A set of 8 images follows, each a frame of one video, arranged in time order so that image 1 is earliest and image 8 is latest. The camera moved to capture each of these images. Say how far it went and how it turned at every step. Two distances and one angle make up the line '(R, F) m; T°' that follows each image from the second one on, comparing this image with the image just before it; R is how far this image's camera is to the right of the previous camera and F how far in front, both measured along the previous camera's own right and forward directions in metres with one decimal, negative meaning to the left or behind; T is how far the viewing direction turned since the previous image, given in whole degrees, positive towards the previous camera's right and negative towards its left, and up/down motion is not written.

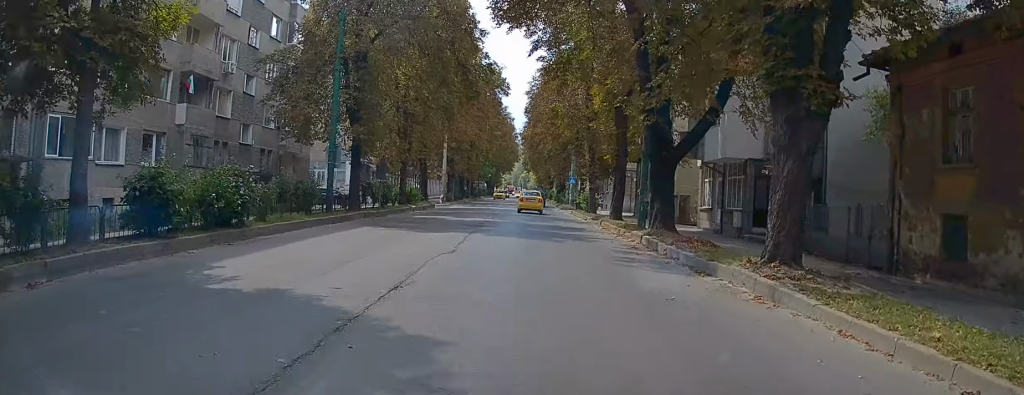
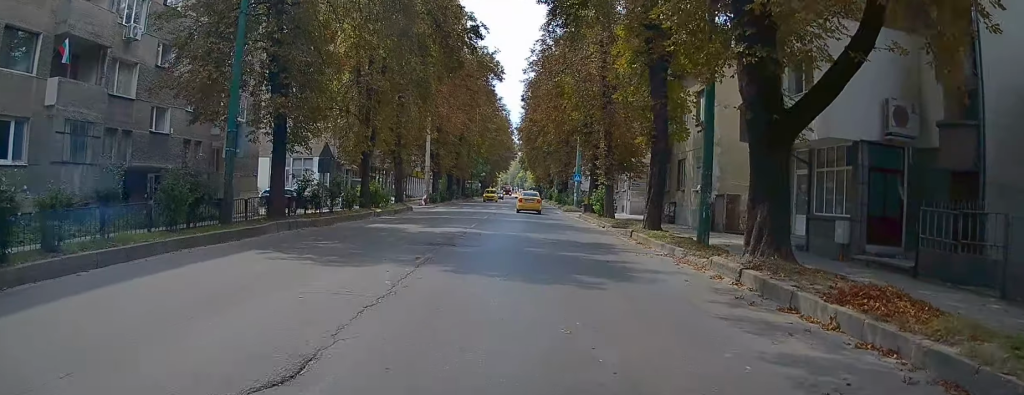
(+0.1, +9.1) m; 0°
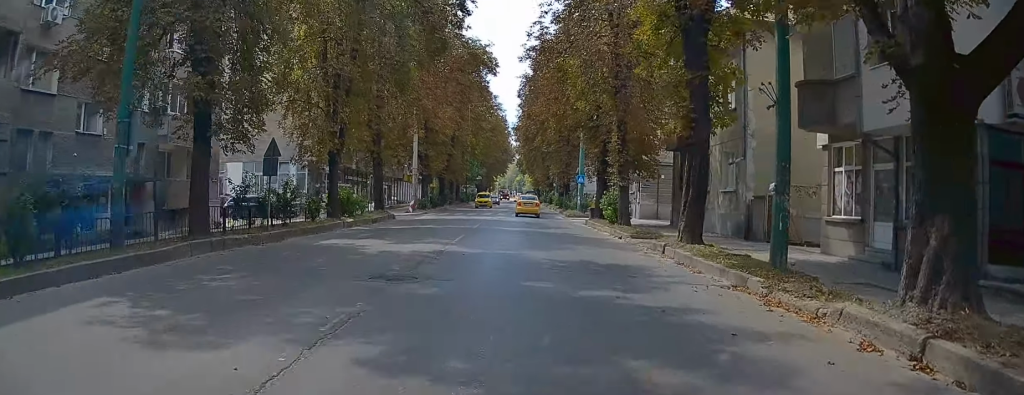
(-0.2, +5.1) m; -1°
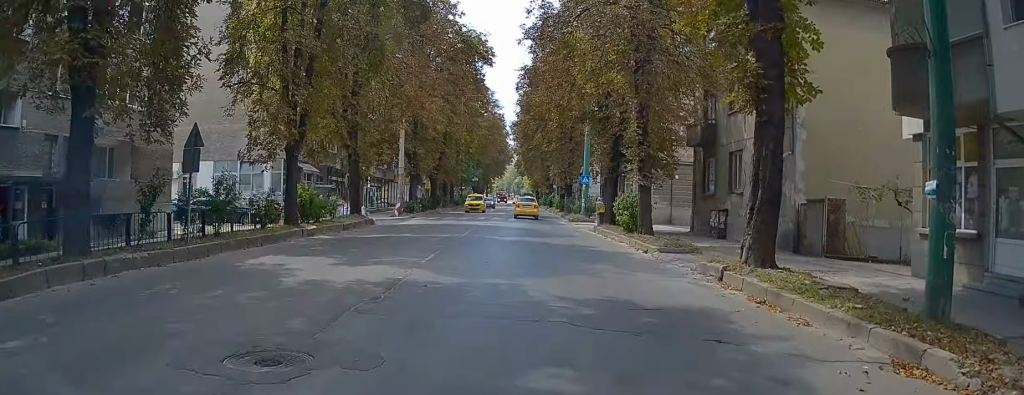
(0.0, +4.9) m; 0°
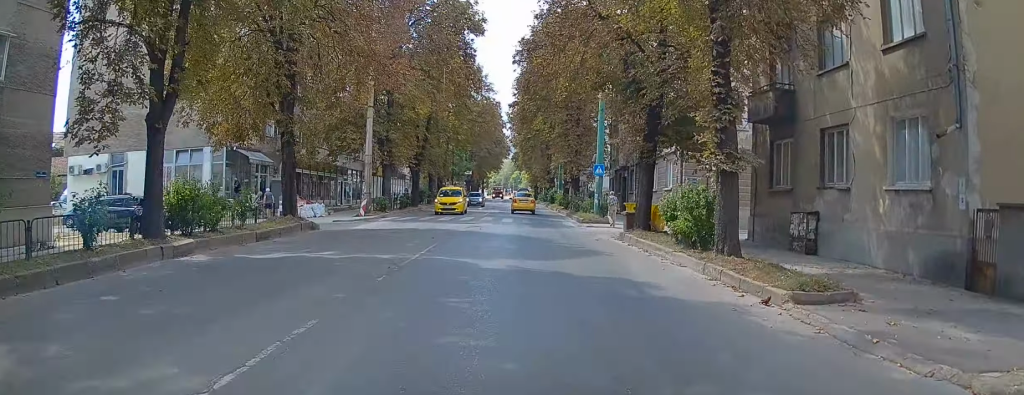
(+0.1, +8.8) m; 0°
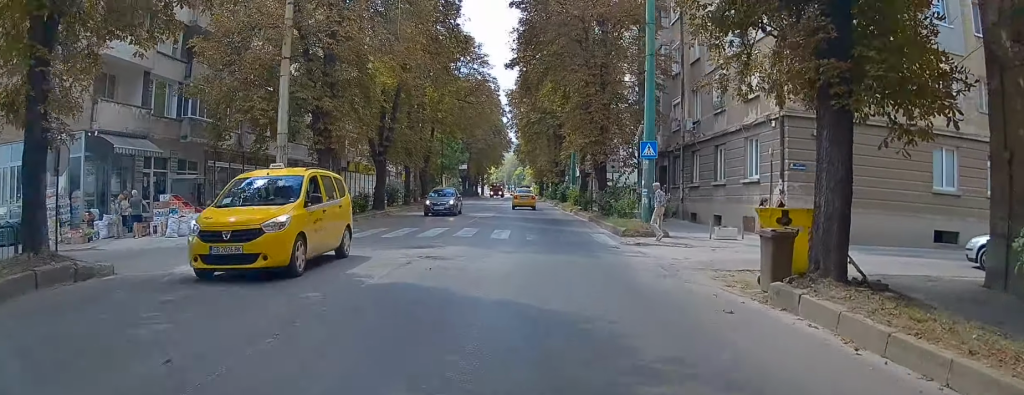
(0.0, +13.1) m; -1°
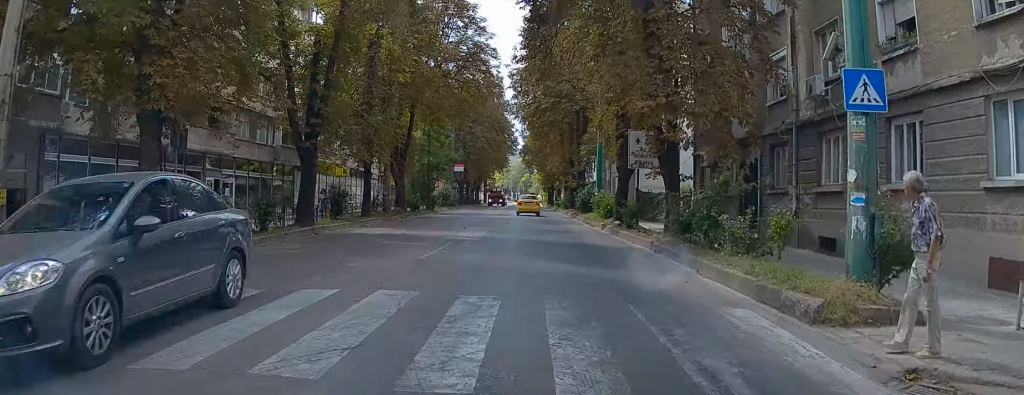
(-0.4, +13.6) m; -2°
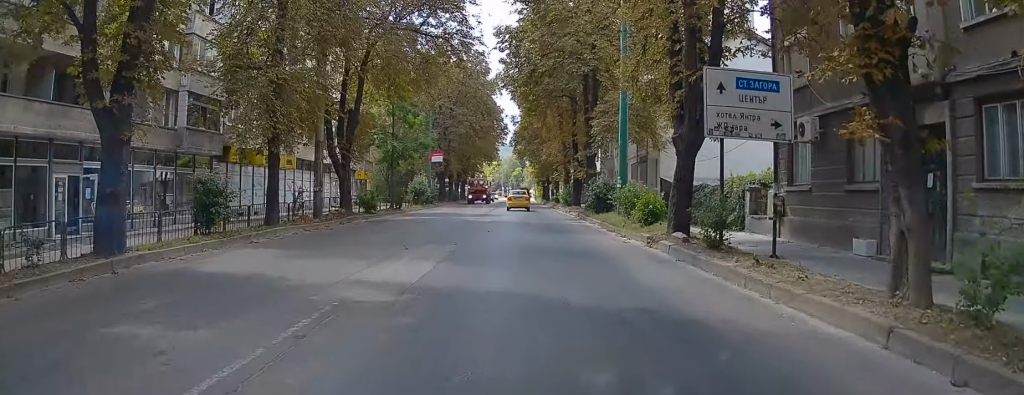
(+0.2, +11.4) m; +2°
